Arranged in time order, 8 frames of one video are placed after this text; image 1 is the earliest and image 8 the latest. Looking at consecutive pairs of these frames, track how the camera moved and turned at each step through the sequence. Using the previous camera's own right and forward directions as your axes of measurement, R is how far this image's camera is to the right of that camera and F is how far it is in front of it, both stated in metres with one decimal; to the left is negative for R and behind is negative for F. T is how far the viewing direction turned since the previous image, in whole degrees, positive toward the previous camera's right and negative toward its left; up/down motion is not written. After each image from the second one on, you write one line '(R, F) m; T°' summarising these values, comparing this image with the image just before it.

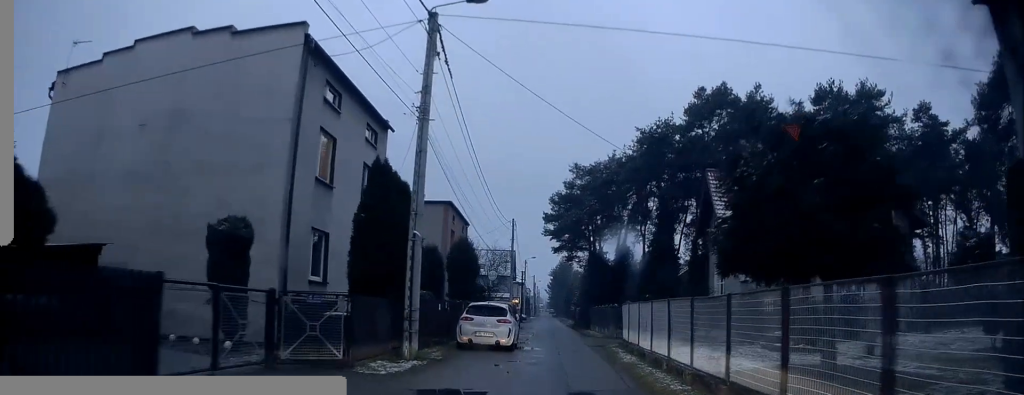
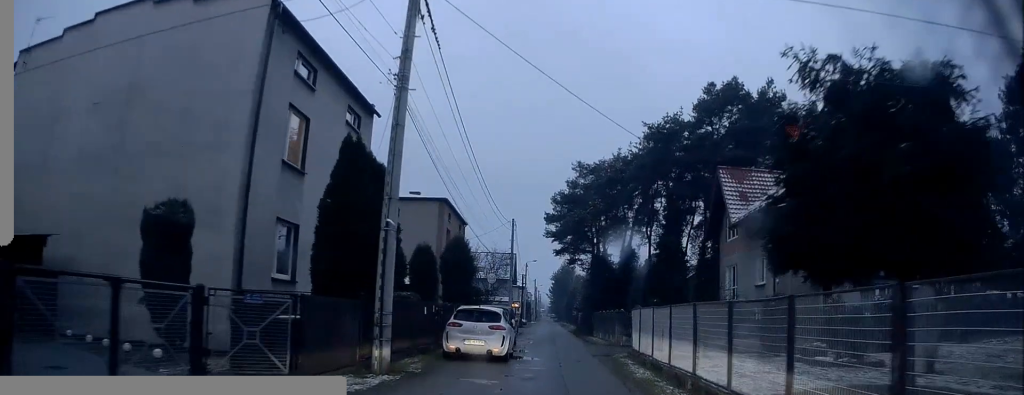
(0.0, +2.3) m; 0°
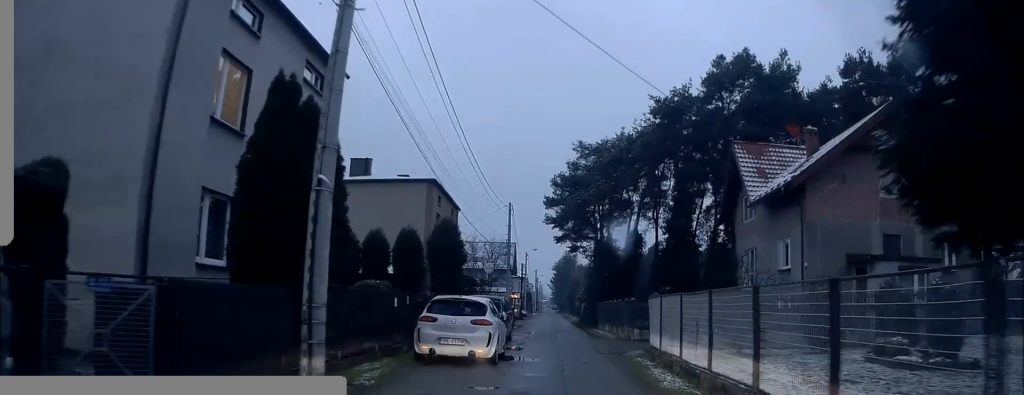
(0.0, +3.3) m; 0°
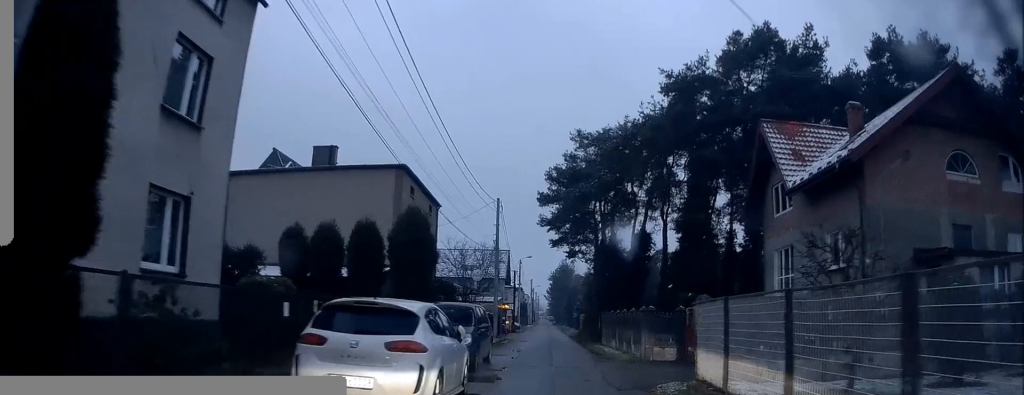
(0.0, +5.6) m; 0°
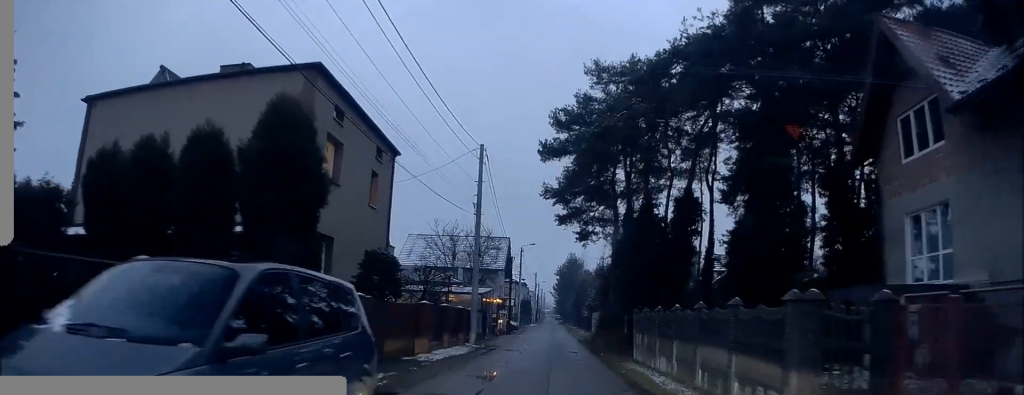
(-0.1, +10.6) m; +2°
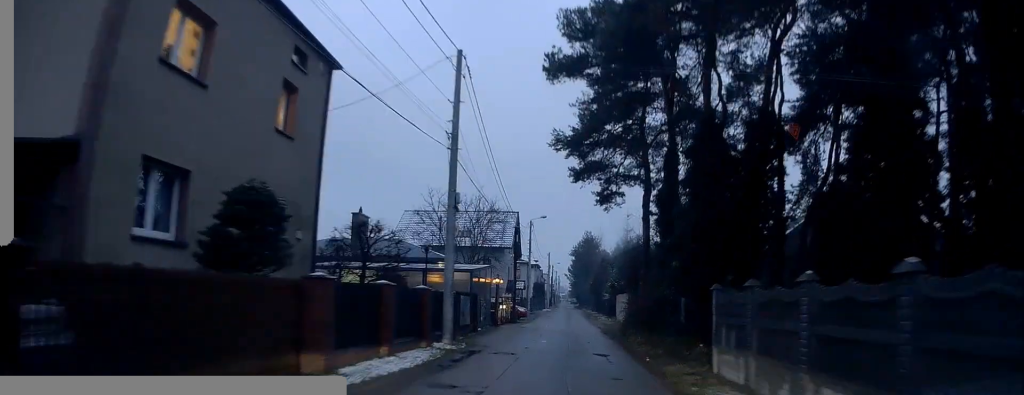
(+0.2, +8.1) m; -1°
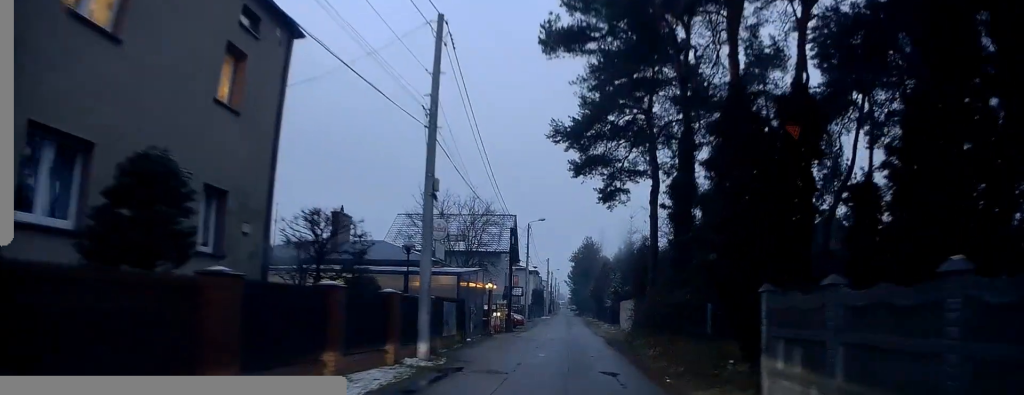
(-0.1, +2.7) m; -2°
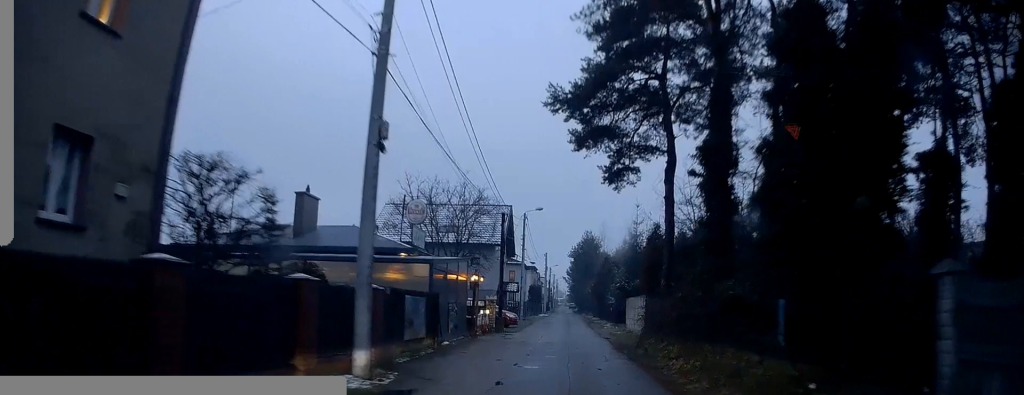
(-0.1, +4.2) m; -1°
